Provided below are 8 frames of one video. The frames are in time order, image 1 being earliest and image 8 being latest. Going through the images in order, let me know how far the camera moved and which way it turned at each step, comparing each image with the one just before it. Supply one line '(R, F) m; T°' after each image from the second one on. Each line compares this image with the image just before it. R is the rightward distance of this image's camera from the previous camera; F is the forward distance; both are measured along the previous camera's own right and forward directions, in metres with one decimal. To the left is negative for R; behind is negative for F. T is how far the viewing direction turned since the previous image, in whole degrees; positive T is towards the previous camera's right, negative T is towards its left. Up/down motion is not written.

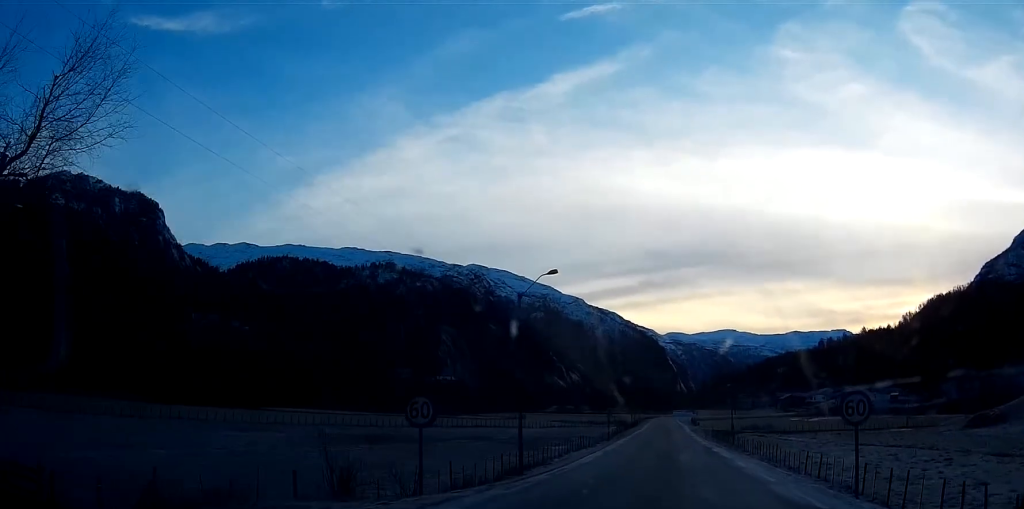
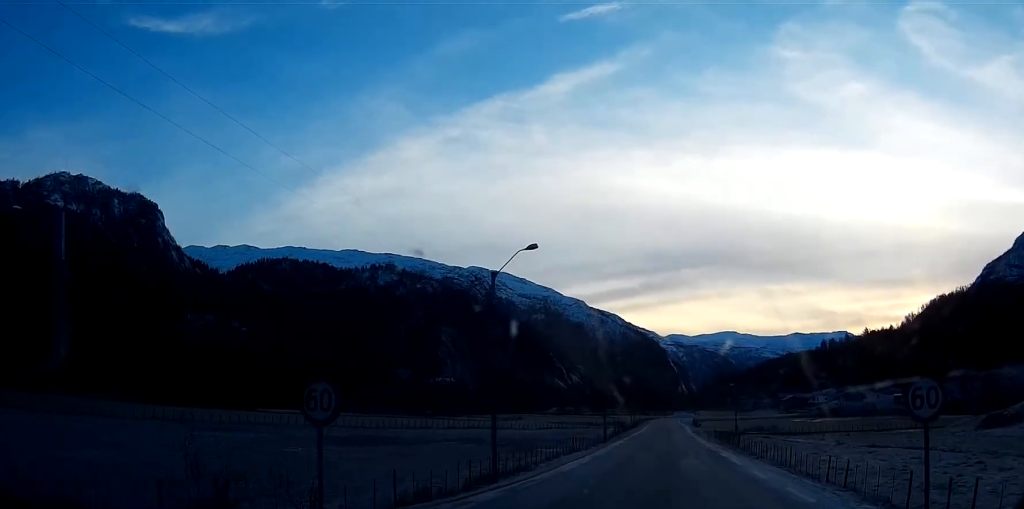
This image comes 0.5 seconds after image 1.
(0.0, +5.4) m; 0°
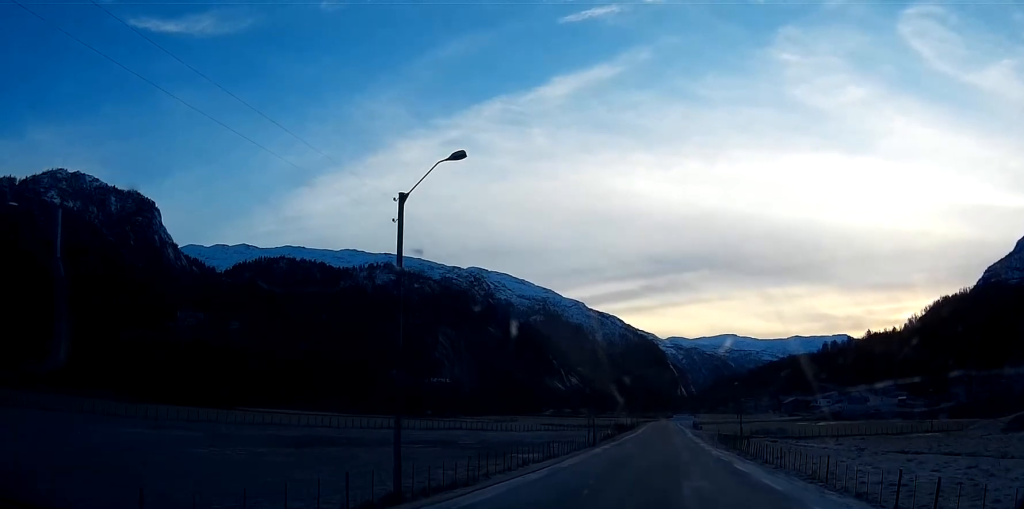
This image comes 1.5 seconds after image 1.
(0.0, +10.7) m; 0°
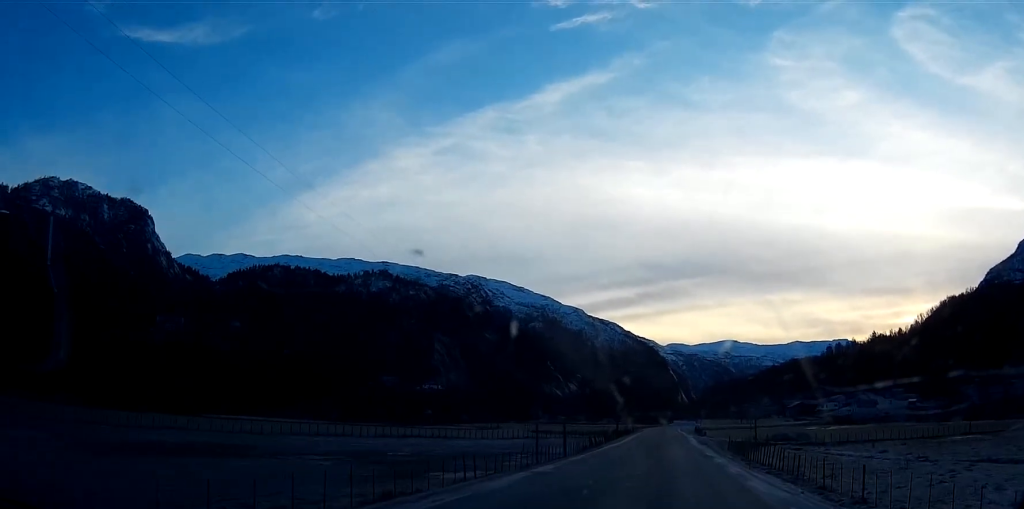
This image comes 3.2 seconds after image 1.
(0.0, +19.2) m; -1°
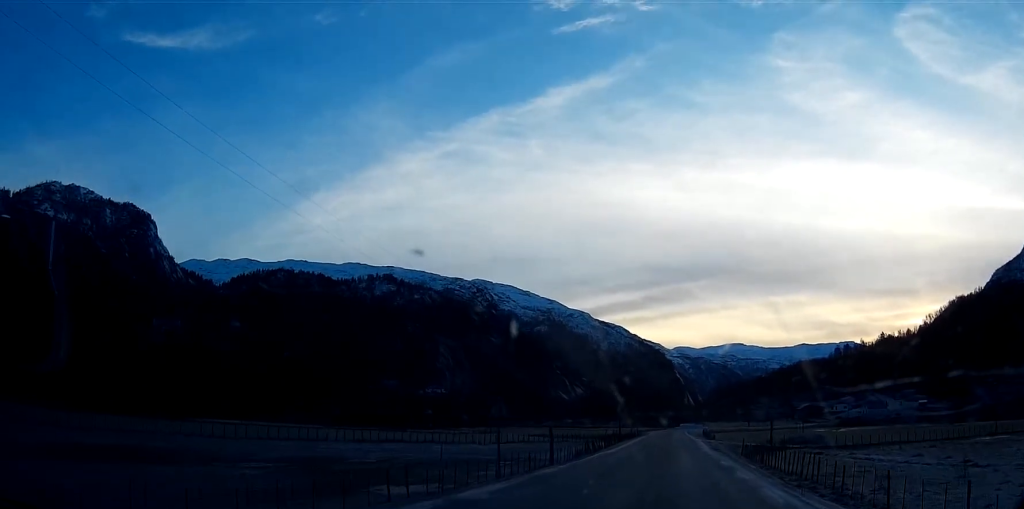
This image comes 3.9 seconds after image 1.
(-0.1, +8.5) m; -1°
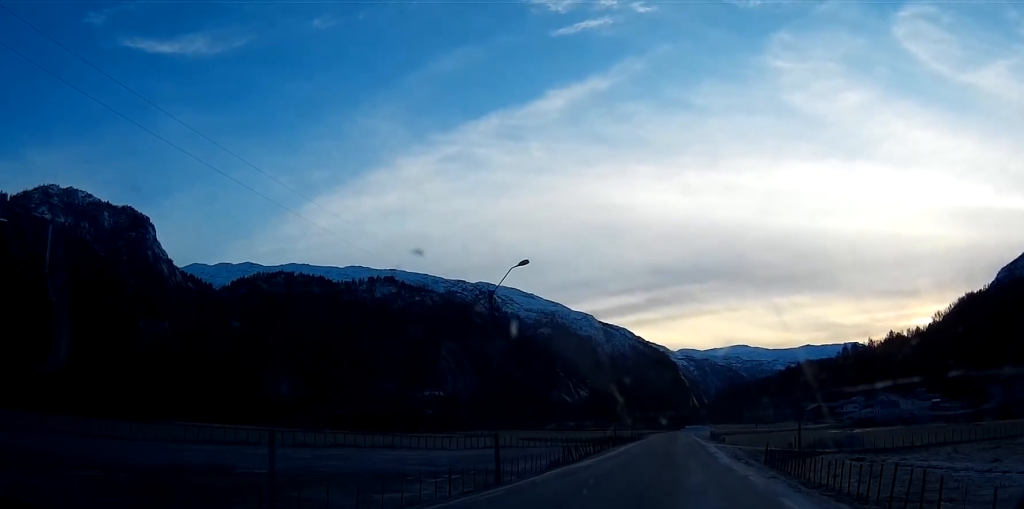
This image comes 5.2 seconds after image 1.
(-0.1, +15.0) m; 0°
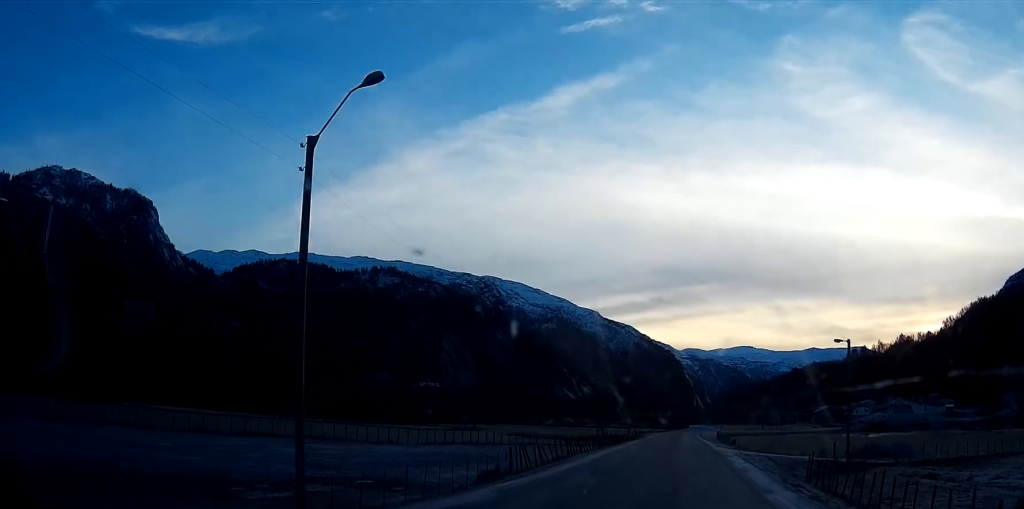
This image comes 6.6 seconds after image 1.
(0.0, +16.9) m; 0°
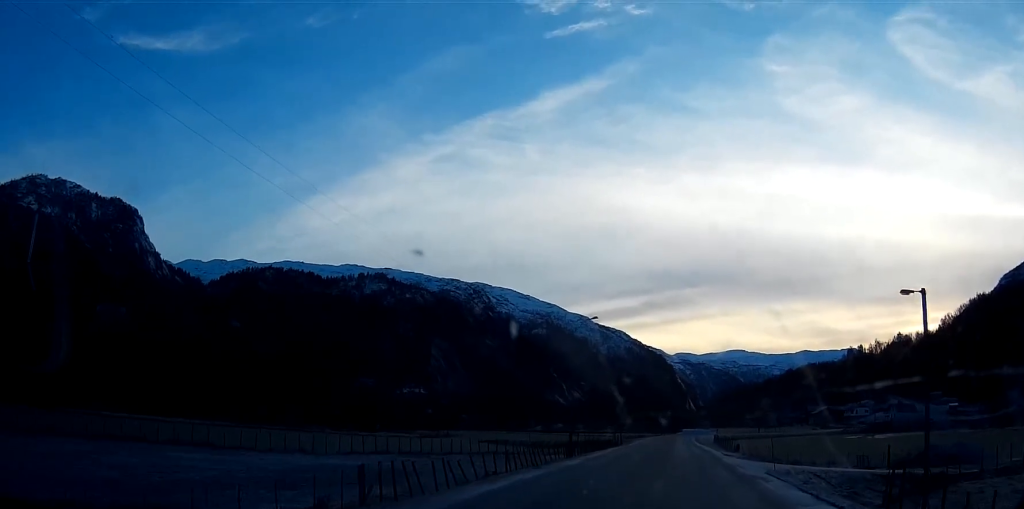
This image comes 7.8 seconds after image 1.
(0.0, +15.7) m; 0°
